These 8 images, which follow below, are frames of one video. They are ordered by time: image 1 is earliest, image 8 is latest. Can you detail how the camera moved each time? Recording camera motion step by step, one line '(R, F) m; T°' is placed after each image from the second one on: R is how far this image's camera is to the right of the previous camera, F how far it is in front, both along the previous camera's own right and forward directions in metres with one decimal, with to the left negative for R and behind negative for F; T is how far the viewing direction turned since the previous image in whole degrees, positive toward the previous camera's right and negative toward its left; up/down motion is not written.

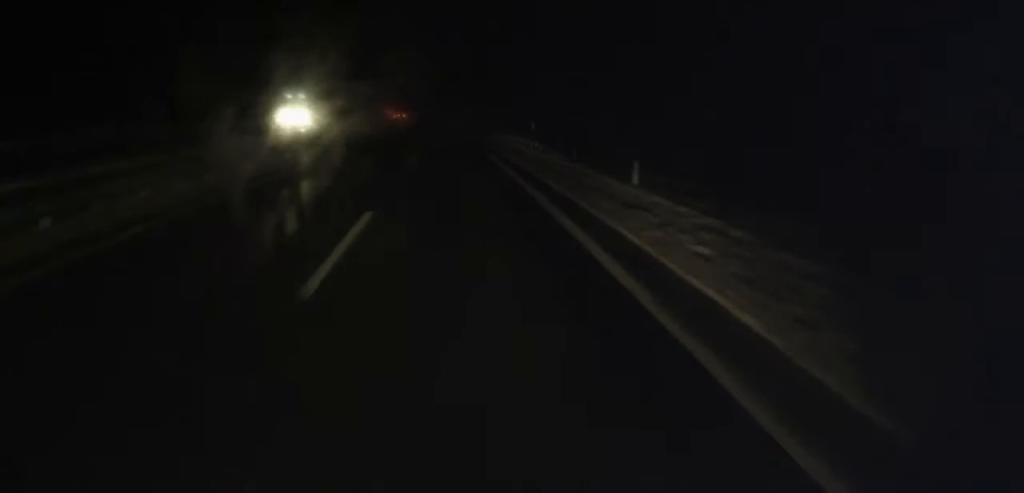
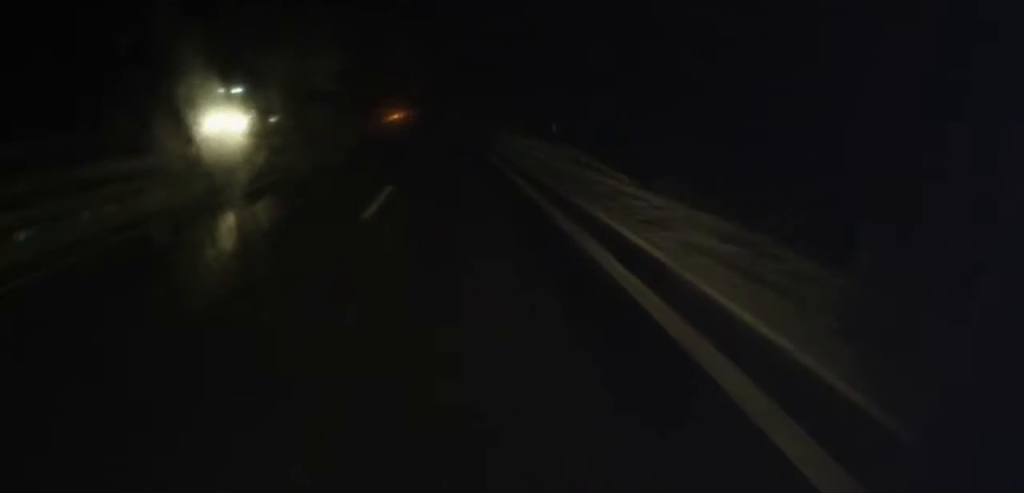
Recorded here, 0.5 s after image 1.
(-0.6, +12.4) m; -1°
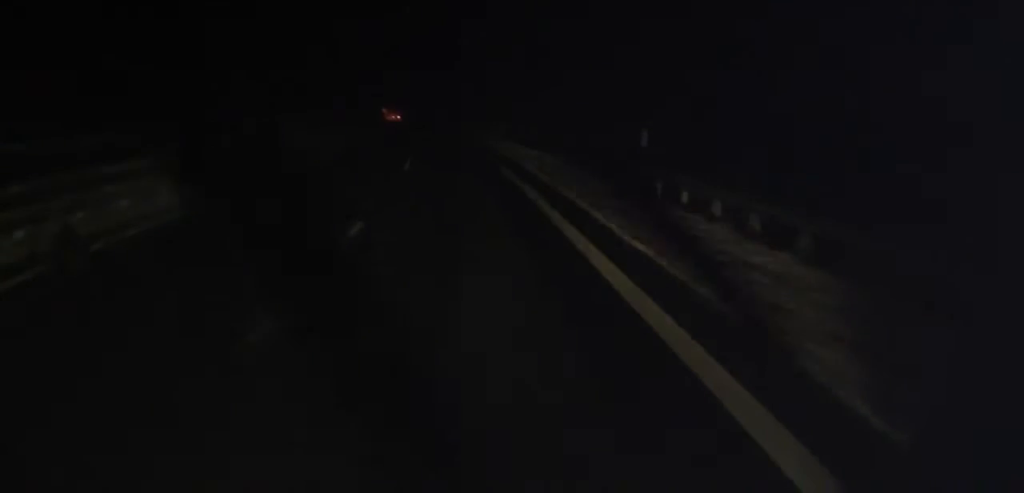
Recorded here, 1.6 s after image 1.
(-0.1, +24.1) m; -1°
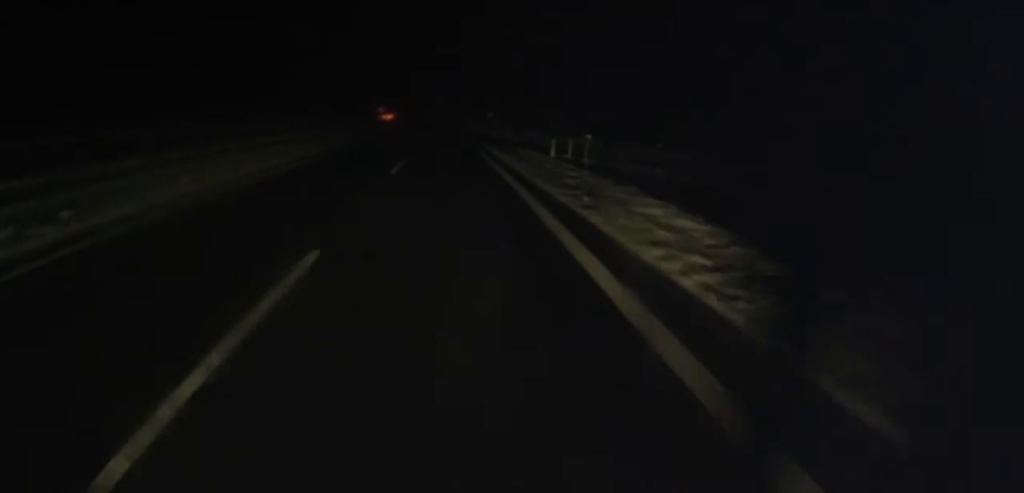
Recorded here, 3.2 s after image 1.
(-0.5, +38.0) m; -2°
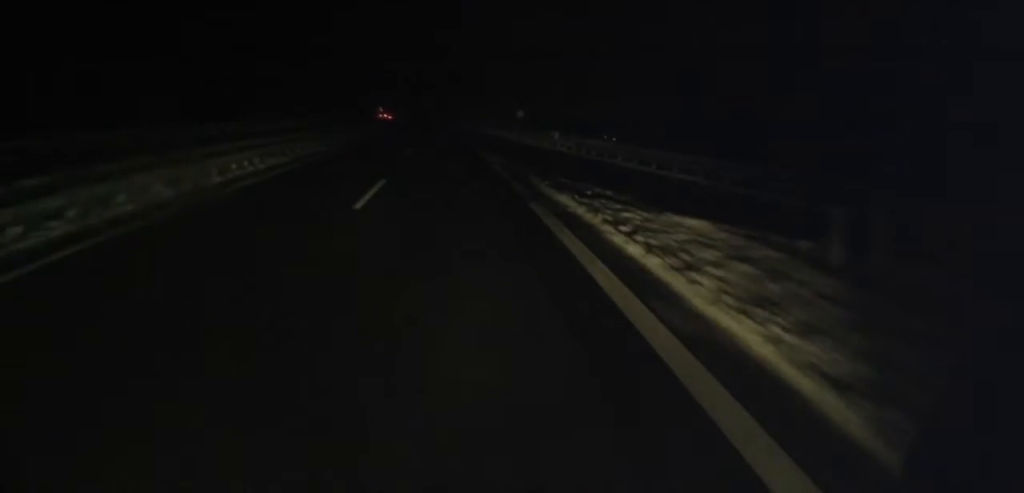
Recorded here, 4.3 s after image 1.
(-0.3, +25.6) m; -2°
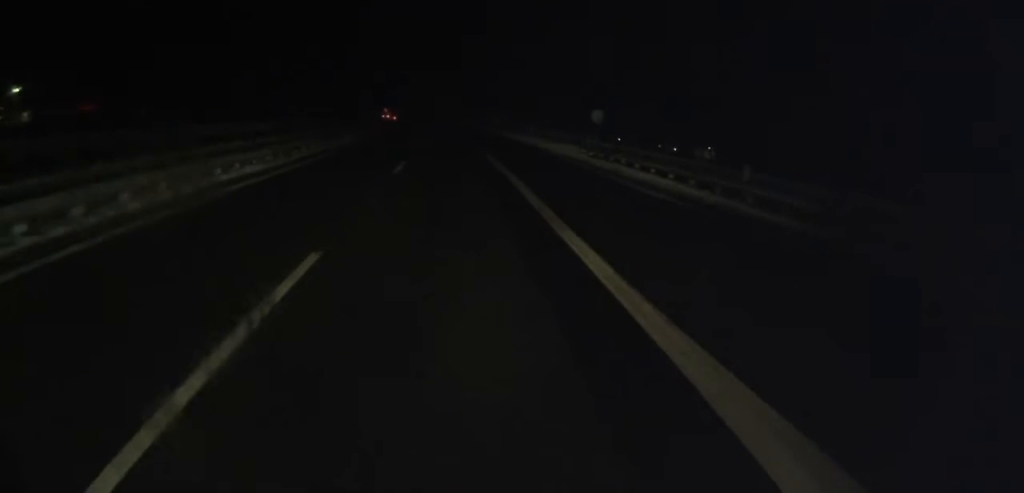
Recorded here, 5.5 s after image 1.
(-0.4, +27.9) m; -1°
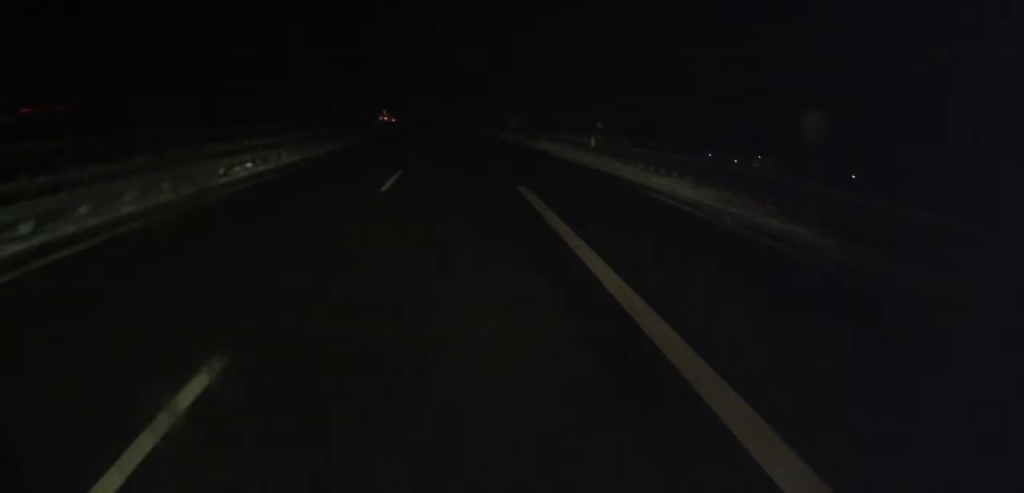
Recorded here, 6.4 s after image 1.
(0.0, +21.8) m; -1°
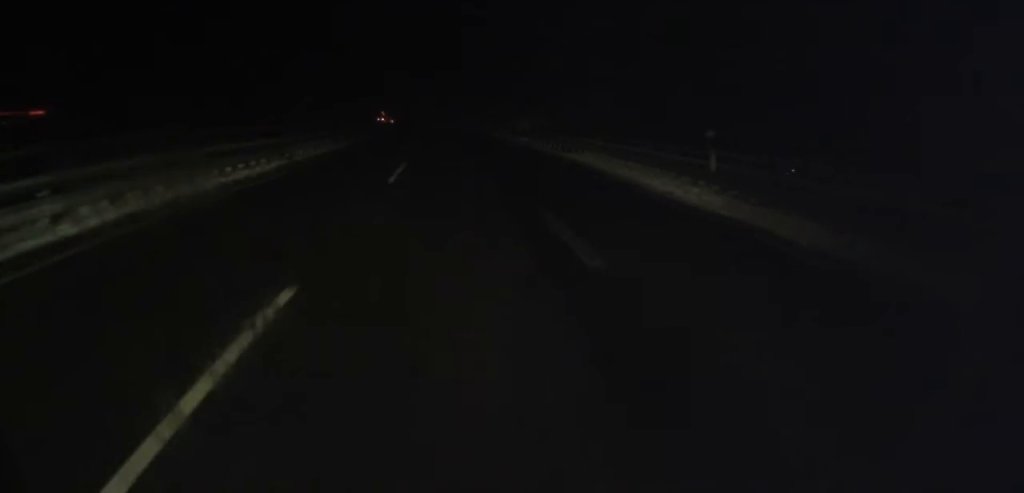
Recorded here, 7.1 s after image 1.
(0.0, +15.6) m; -1°
